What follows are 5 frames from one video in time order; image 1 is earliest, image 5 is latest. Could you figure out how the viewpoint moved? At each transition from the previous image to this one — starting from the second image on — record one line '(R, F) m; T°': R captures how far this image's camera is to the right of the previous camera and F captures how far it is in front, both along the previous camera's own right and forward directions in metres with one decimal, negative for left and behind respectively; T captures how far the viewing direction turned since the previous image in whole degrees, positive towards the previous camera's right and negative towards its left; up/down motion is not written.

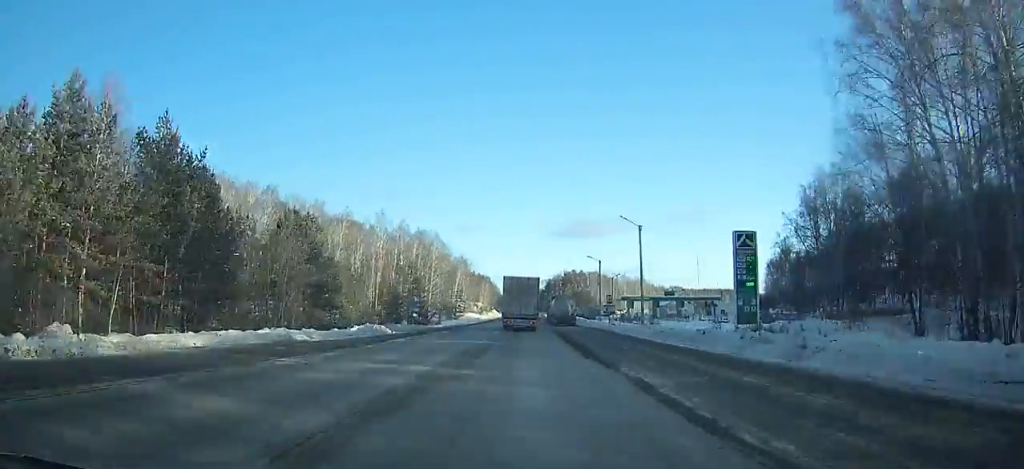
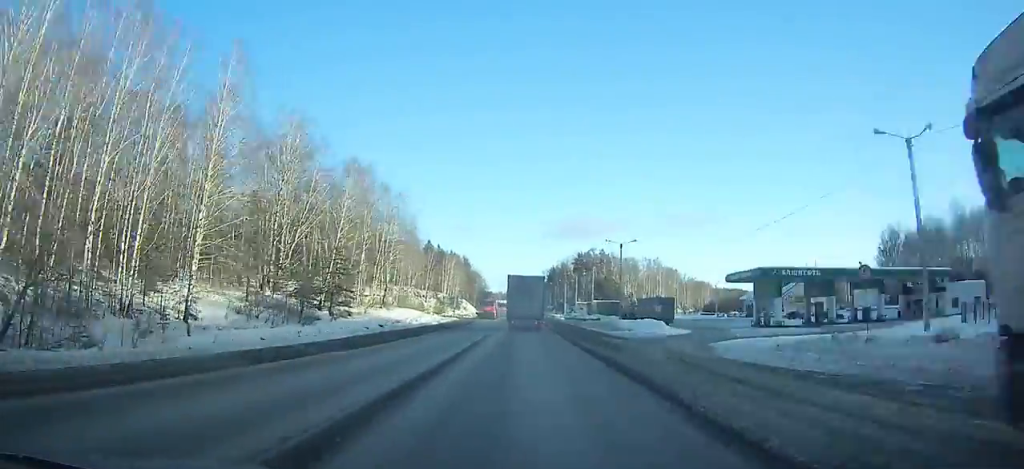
(-0.1, +96.9) m; 0°
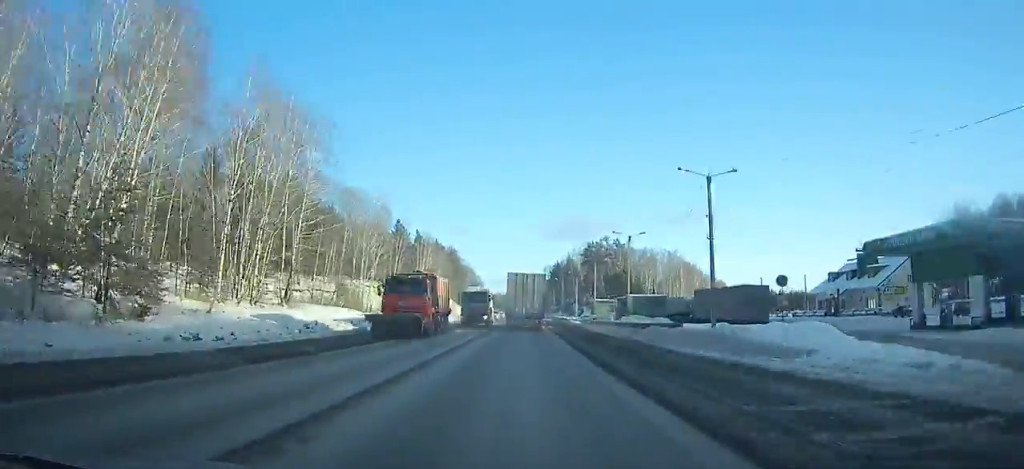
(+0.2, +32.3) m; 0°
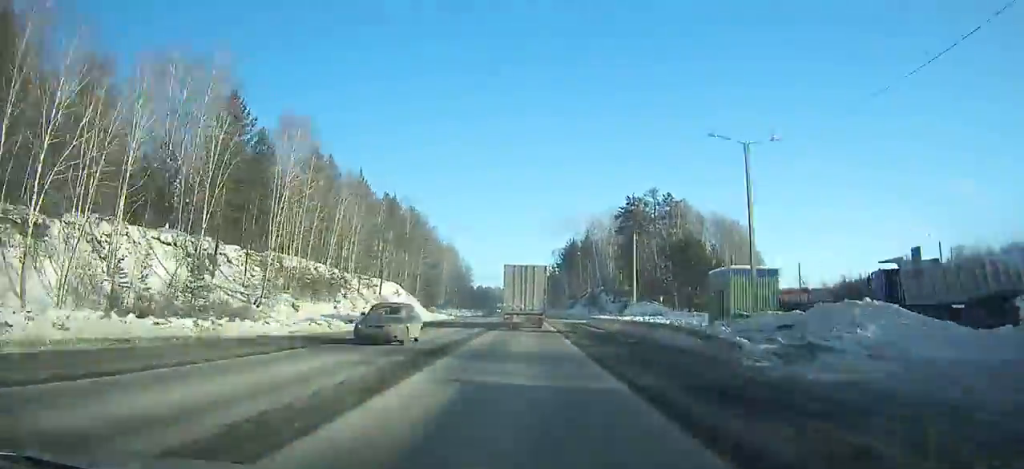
(-0.2, +60.5) m; 0°
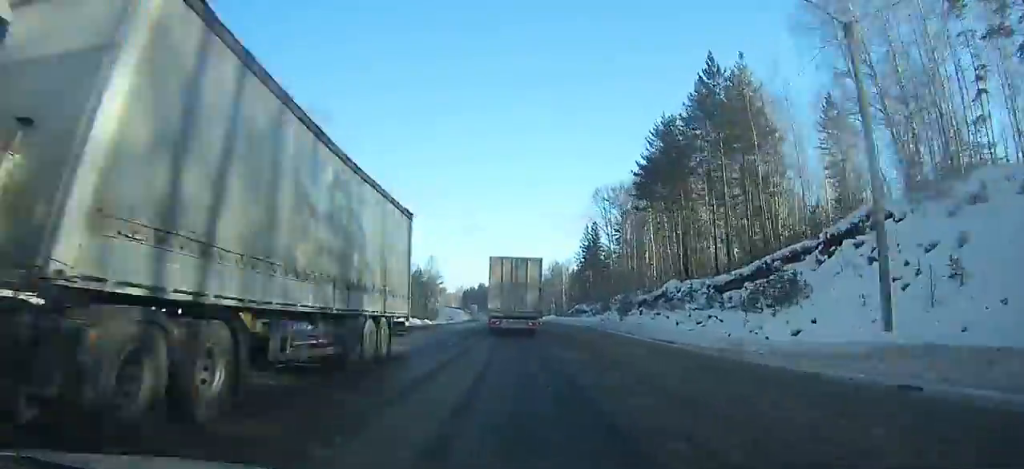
(-0.5, +113.9) m; -2°
